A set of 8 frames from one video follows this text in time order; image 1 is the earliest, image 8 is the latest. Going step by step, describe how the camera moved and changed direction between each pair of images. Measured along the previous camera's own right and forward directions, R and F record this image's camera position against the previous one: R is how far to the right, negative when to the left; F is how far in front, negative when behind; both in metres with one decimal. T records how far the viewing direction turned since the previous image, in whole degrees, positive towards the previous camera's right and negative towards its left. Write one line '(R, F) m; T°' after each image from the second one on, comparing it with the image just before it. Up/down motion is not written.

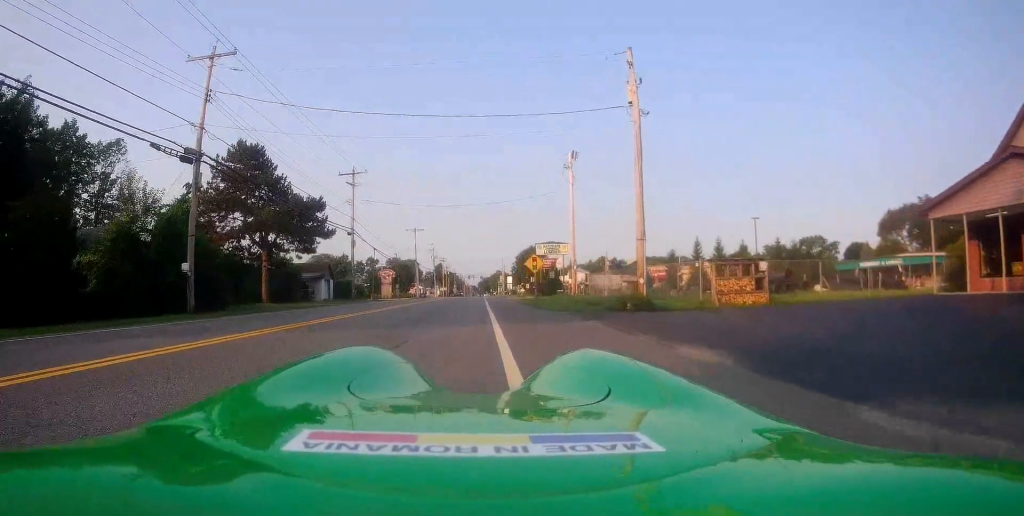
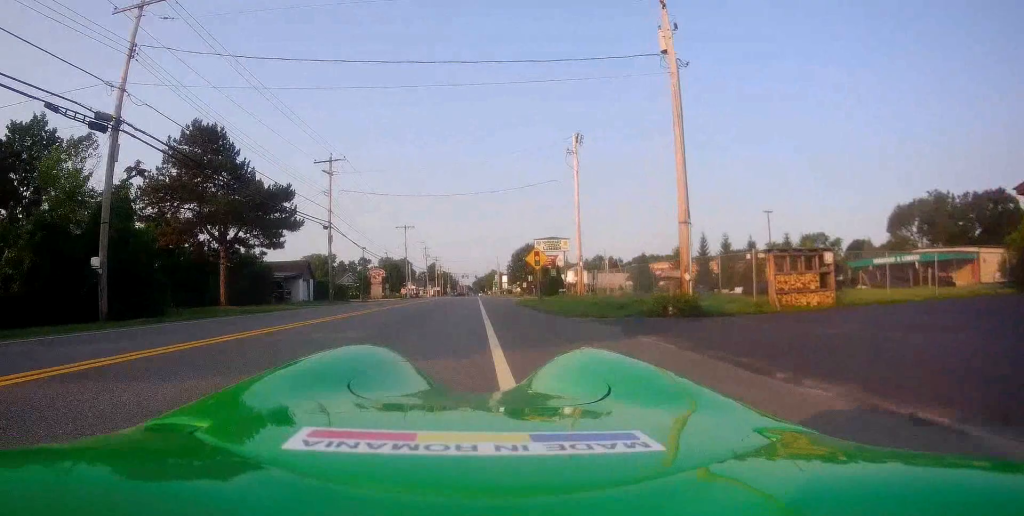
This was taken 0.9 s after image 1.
(+0.3, +5.4) m; +2°
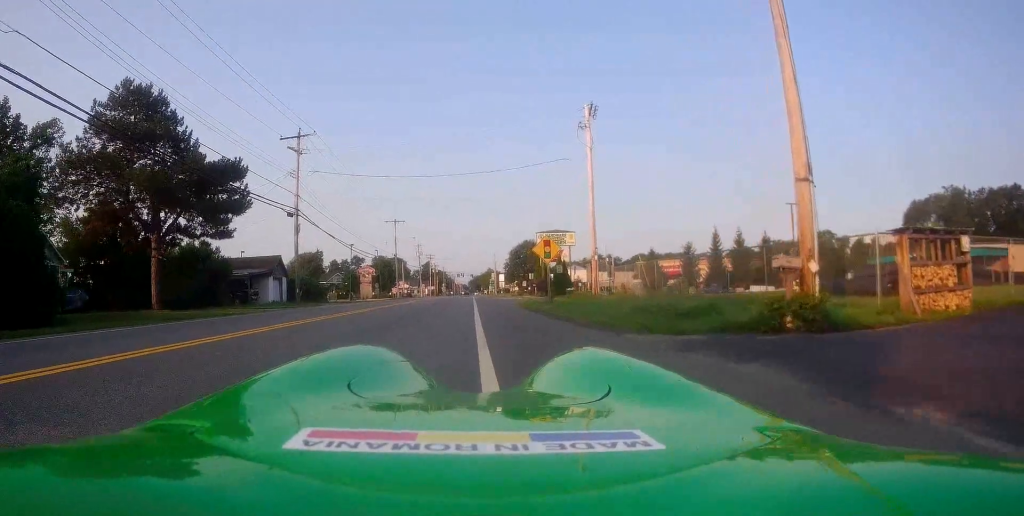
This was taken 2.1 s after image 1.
(-0.2, +6.9) m; -2°
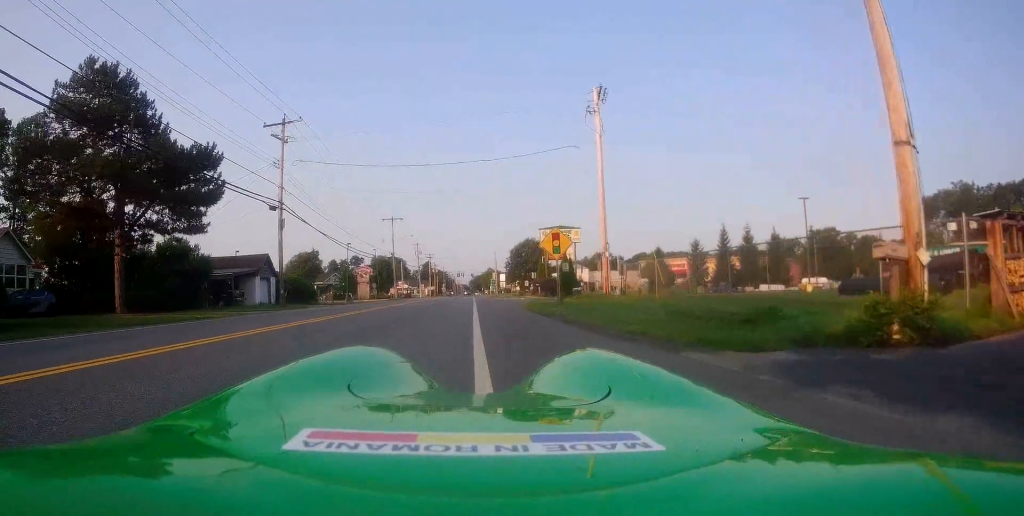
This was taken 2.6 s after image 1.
(-0.3, +2.9) m; 0°
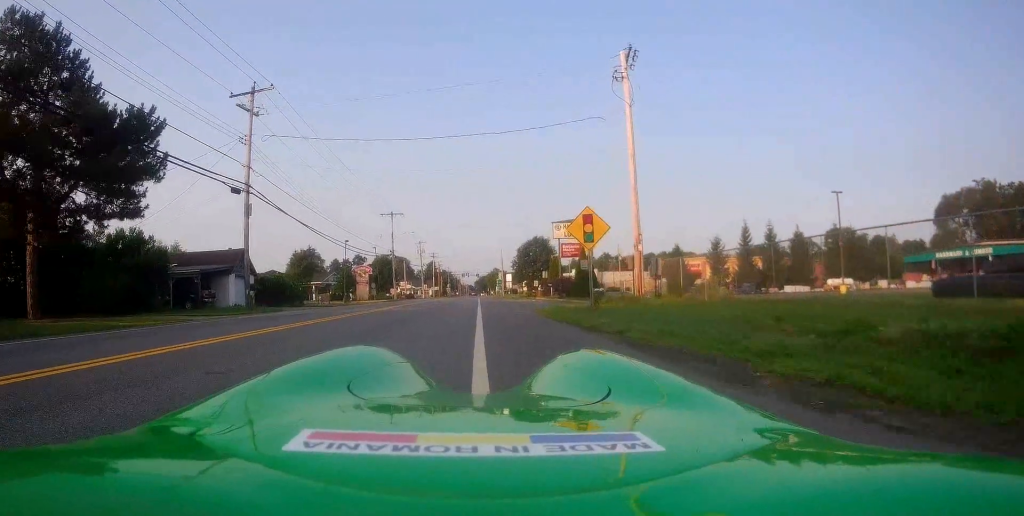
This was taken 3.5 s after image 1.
(+0.6, +5.6) m; 0°
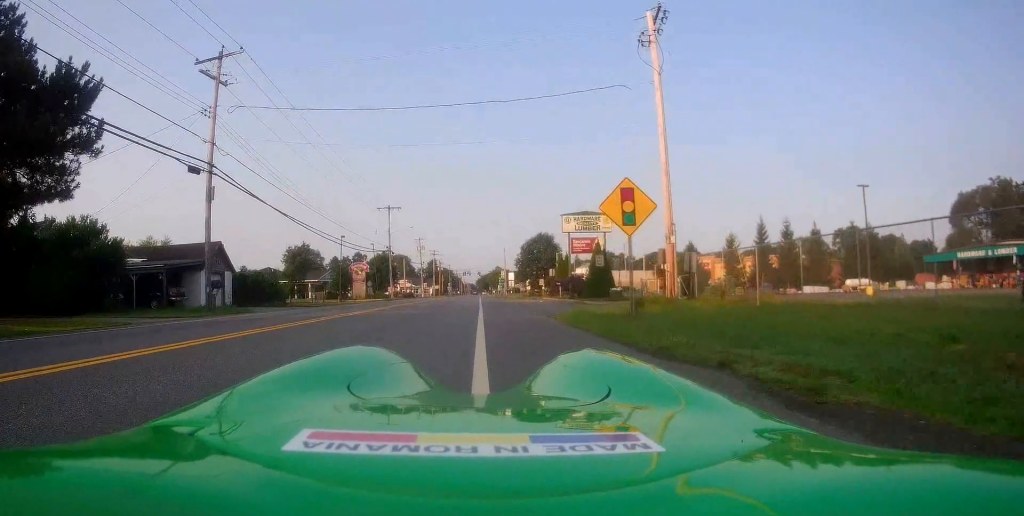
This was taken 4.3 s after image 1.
(-0.4, +4.4) m; -4°
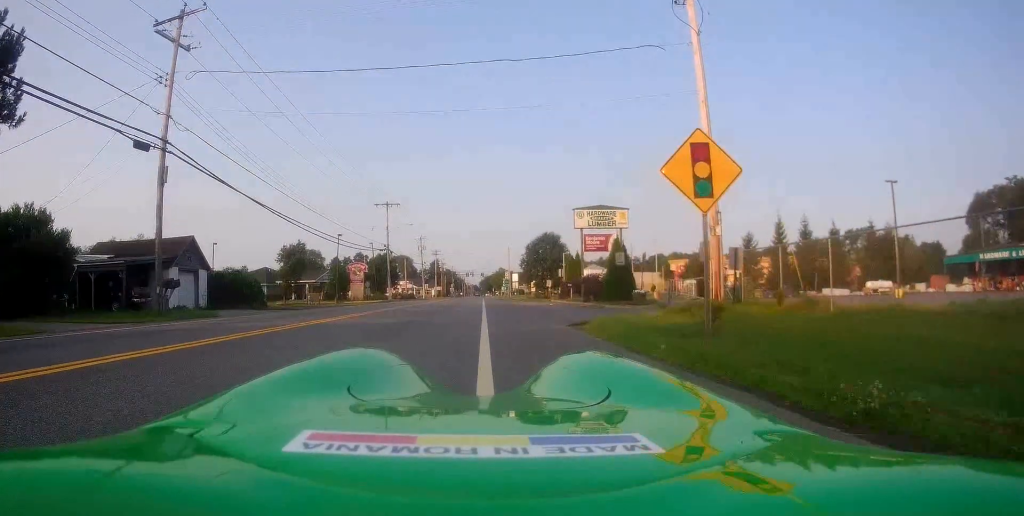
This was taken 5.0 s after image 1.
(-0.1, +4.2) m; 0°
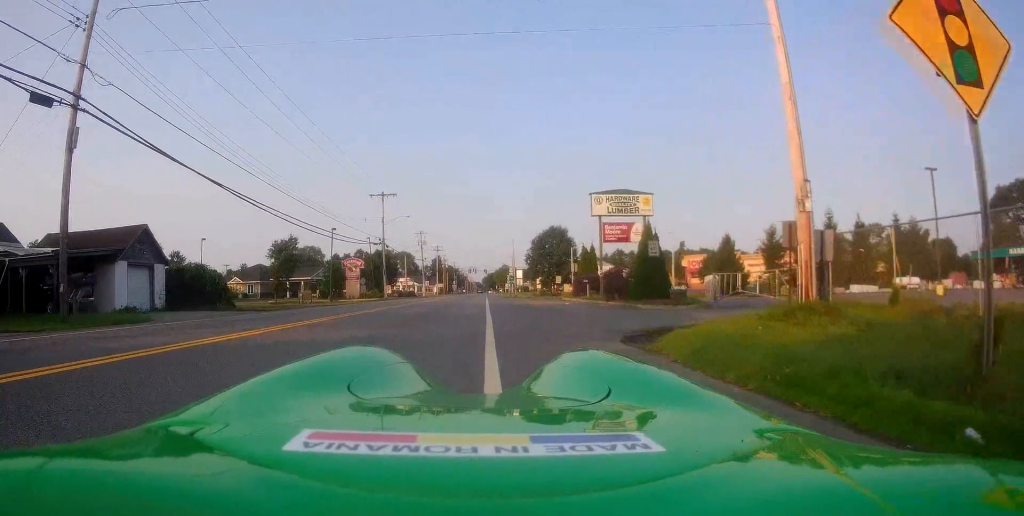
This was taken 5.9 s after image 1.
(+0.1, +5.2) m; +3°
